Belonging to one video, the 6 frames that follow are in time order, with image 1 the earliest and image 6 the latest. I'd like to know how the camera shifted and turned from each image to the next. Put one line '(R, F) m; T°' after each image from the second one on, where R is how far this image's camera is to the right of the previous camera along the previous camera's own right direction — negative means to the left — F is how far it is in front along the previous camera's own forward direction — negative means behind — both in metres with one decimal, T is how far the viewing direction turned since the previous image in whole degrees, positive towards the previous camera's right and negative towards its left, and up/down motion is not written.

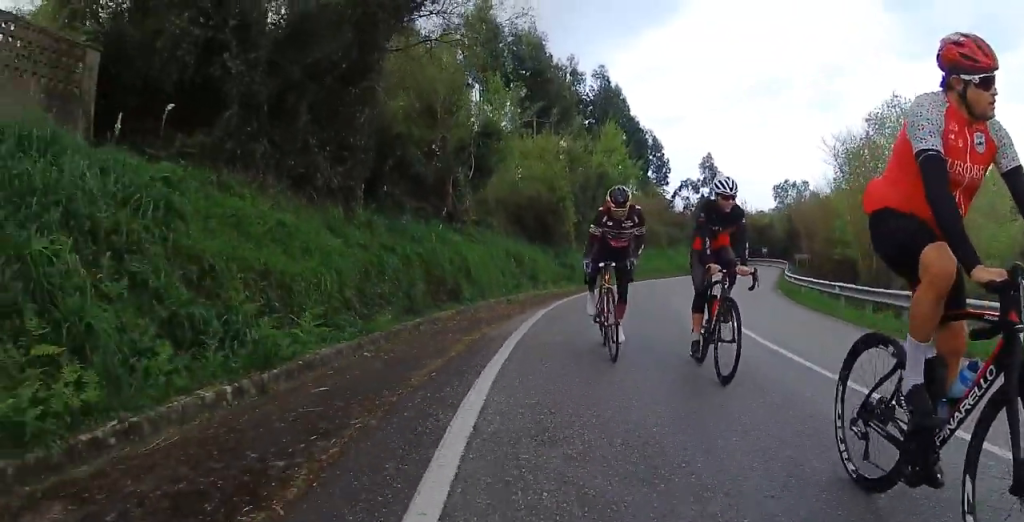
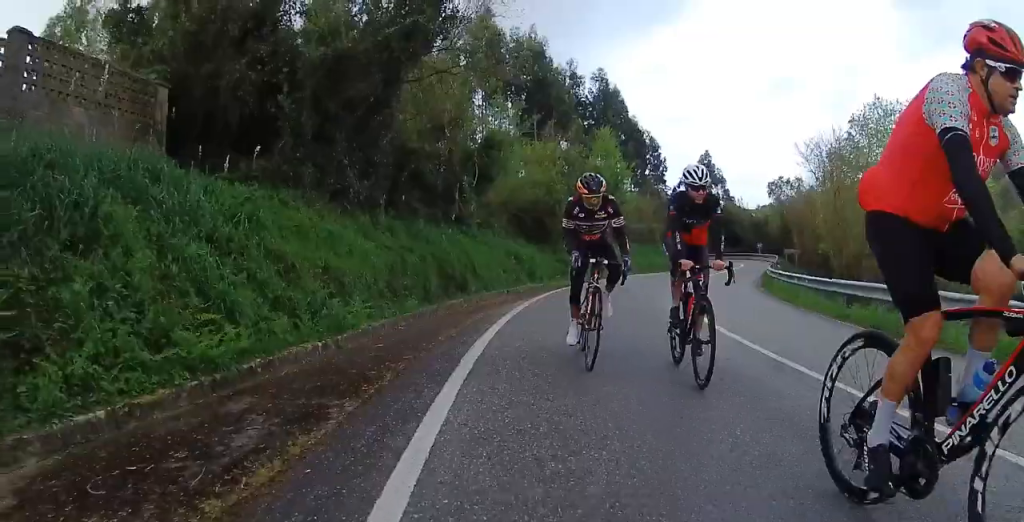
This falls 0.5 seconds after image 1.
(+0.1, +2.4) m; -5°
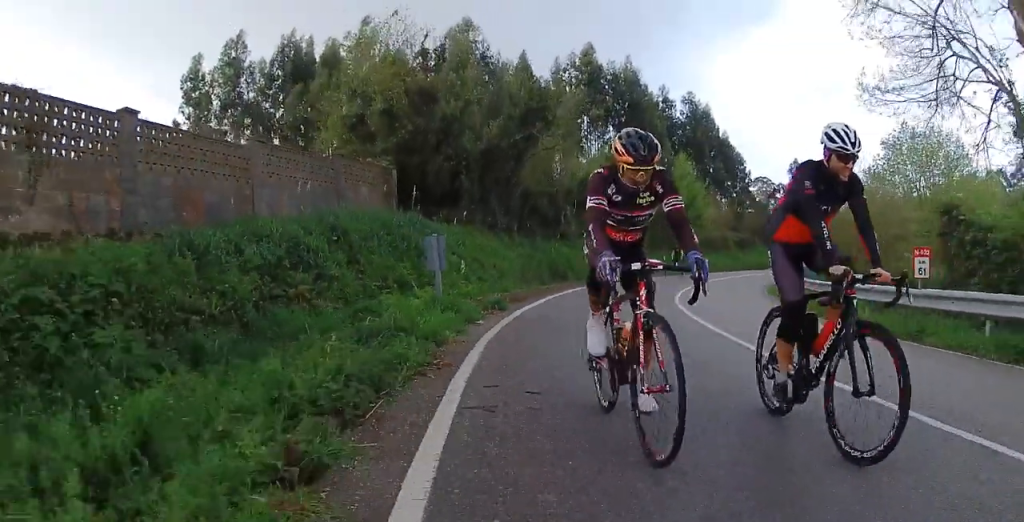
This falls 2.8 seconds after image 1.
(-1.3, +10.0) m; -13°
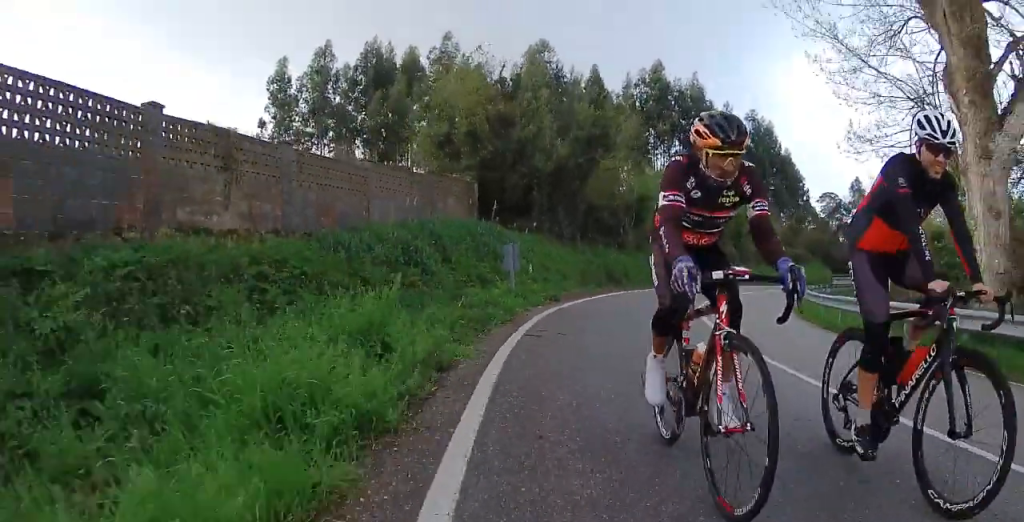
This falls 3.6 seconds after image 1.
(-0.4, +3.7) m; -7°
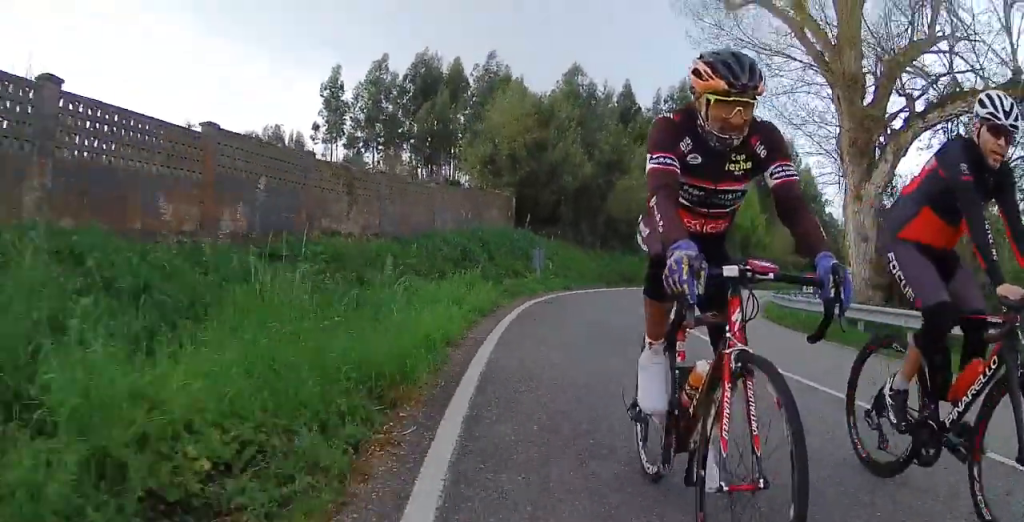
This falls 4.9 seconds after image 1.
(-0.2, +5.5) m; -5°
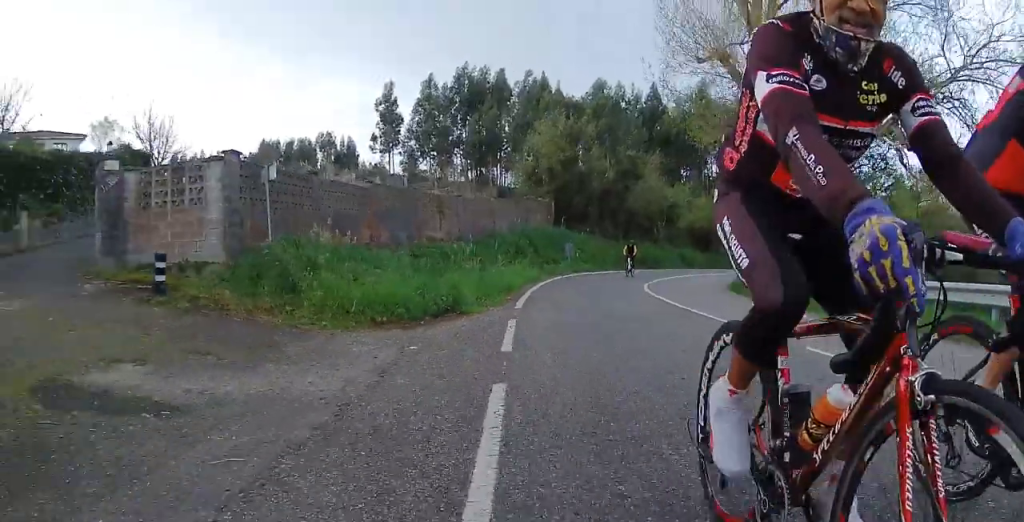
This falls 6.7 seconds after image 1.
(-0.7, +8.0) m; -6°
